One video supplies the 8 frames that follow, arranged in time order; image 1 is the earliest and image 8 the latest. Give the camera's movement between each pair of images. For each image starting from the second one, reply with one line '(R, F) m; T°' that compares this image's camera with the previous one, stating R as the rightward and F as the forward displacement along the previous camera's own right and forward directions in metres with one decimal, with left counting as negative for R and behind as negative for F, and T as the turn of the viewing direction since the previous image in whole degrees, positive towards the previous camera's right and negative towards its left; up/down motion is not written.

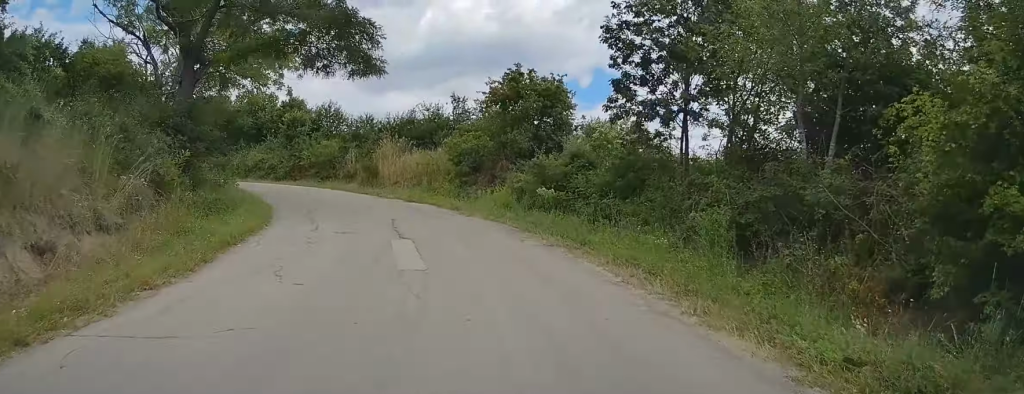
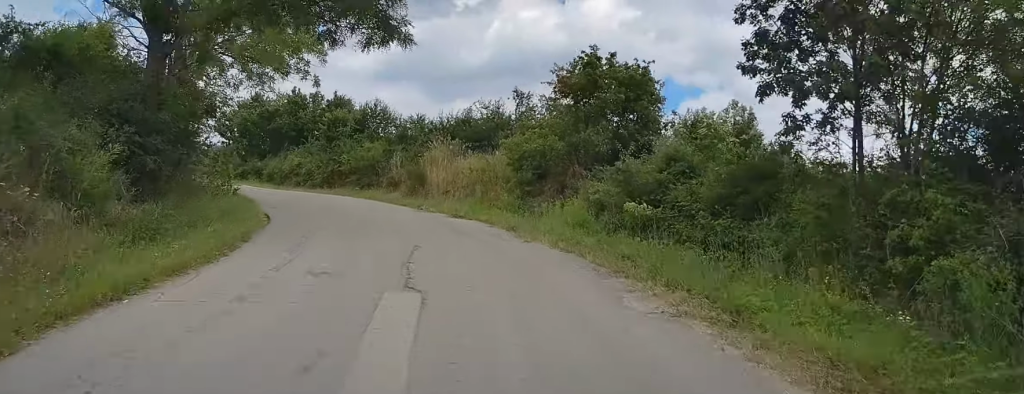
(-0.6, +5.7) m; -8°
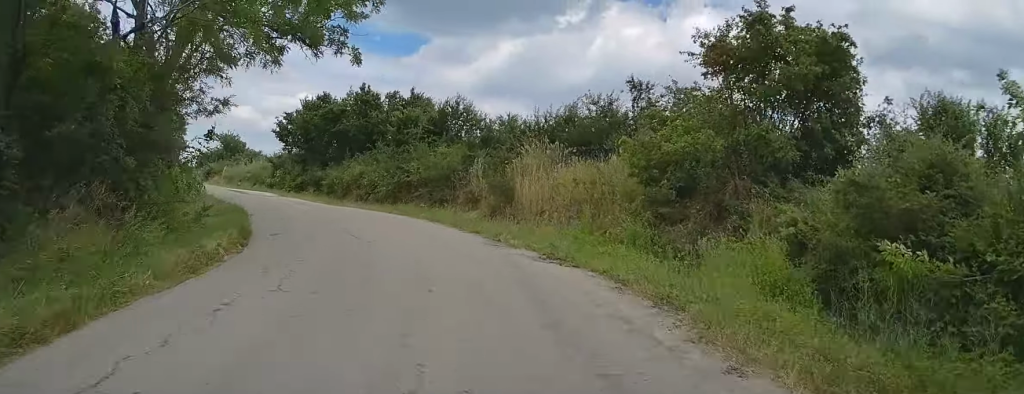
(-0.5, +8.2) m; -11°
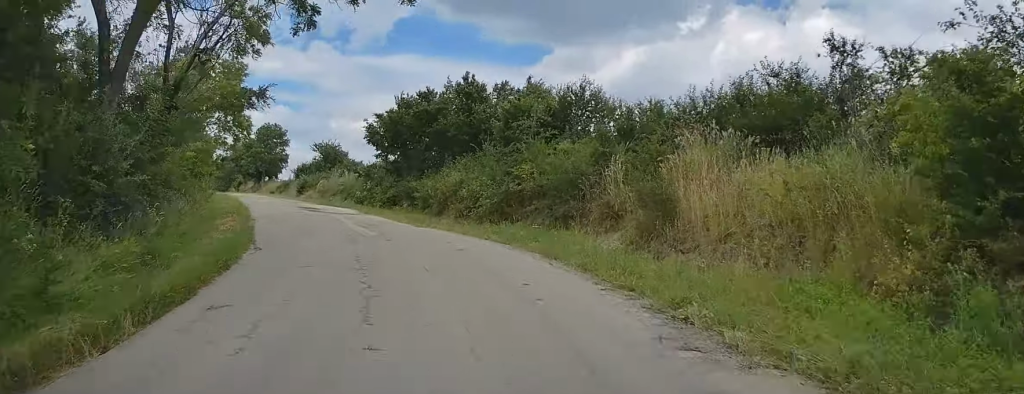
(-1.1, +8.3) m; -10°
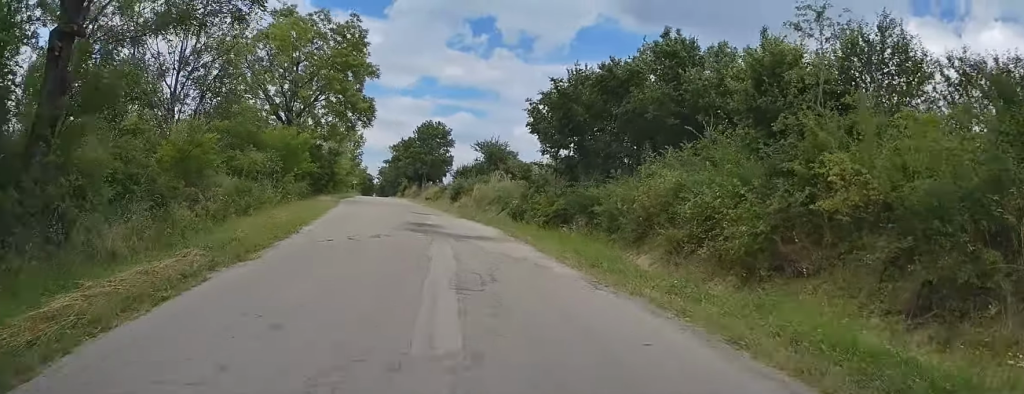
(-1.3, +11.8) m; -10°
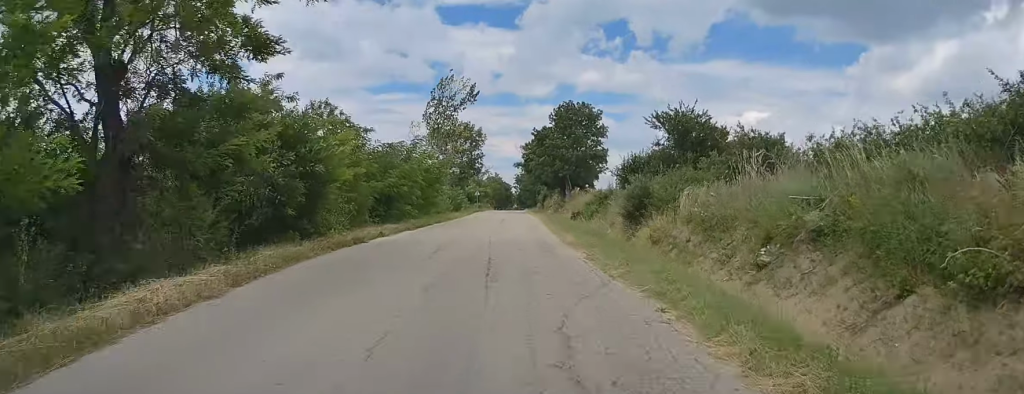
(-3.5, +25.3) m; -13°
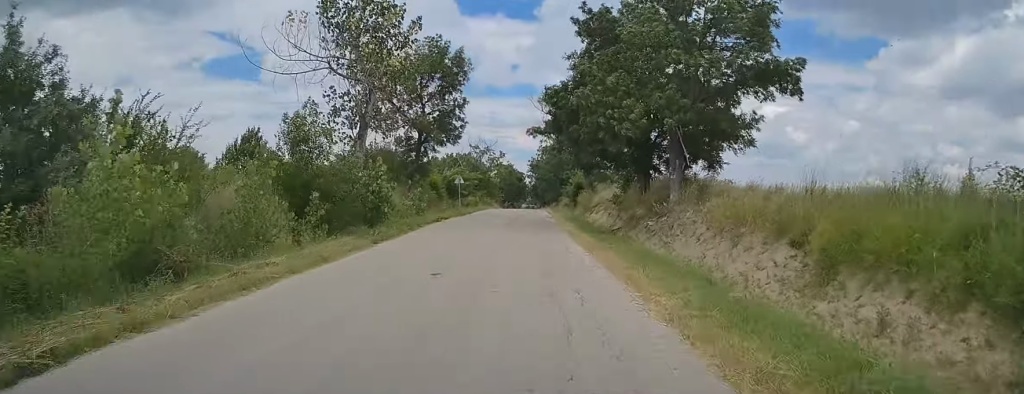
(-1.3, +39.2) m; -2°
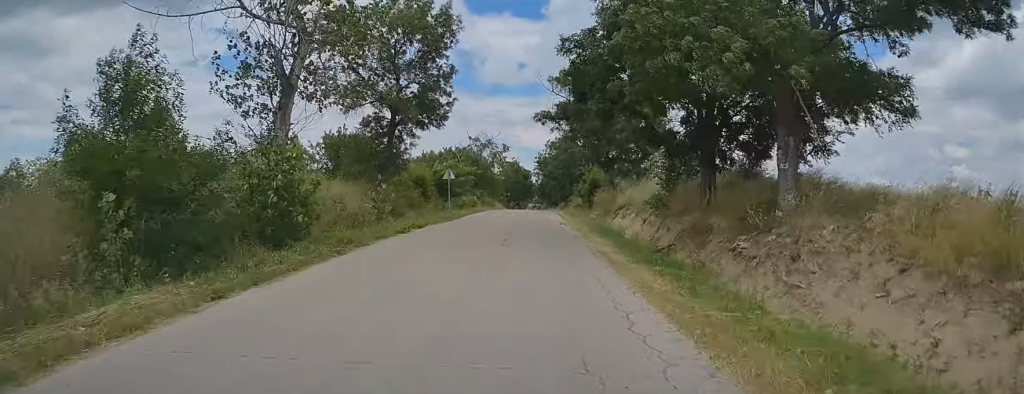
(-0.3, +9.6) m; 0°
